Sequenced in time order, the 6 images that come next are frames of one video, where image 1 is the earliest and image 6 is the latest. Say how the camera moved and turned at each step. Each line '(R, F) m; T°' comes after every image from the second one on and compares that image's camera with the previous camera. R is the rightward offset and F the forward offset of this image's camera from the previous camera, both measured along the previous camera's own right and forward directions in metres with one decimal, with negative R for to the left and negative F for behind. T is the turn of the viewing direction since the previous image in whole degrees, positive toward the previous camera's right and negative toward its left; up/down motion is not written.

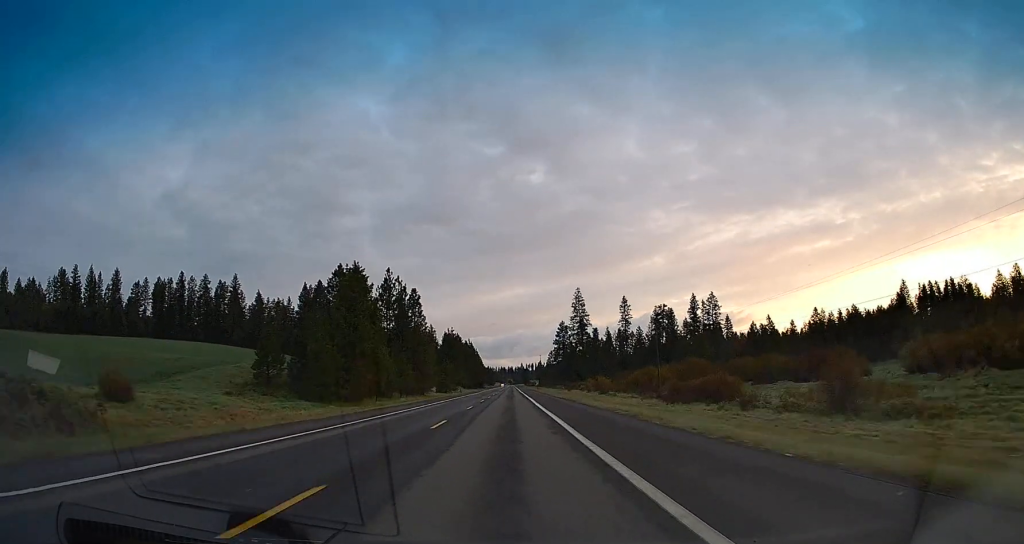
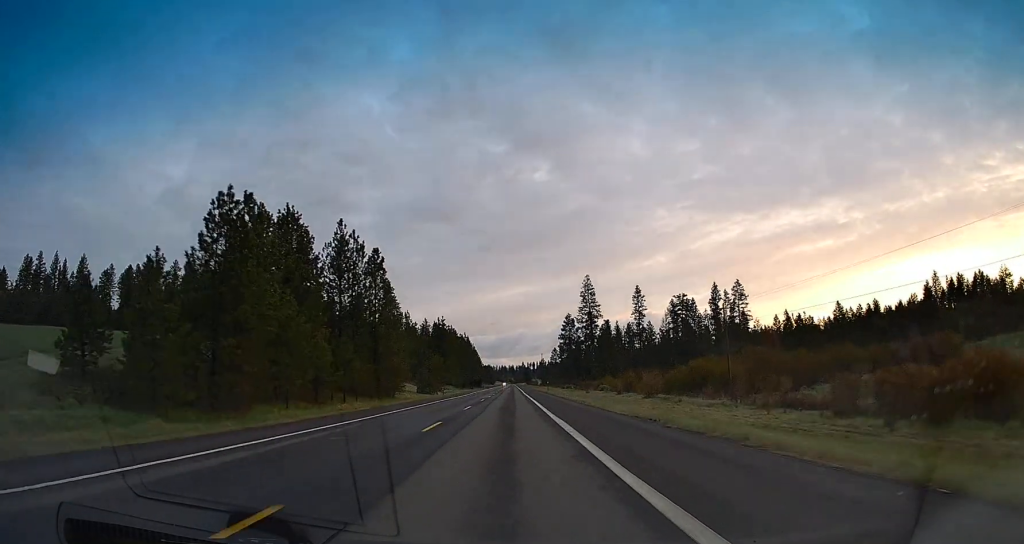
(+0.2, +34.8) m; 0°
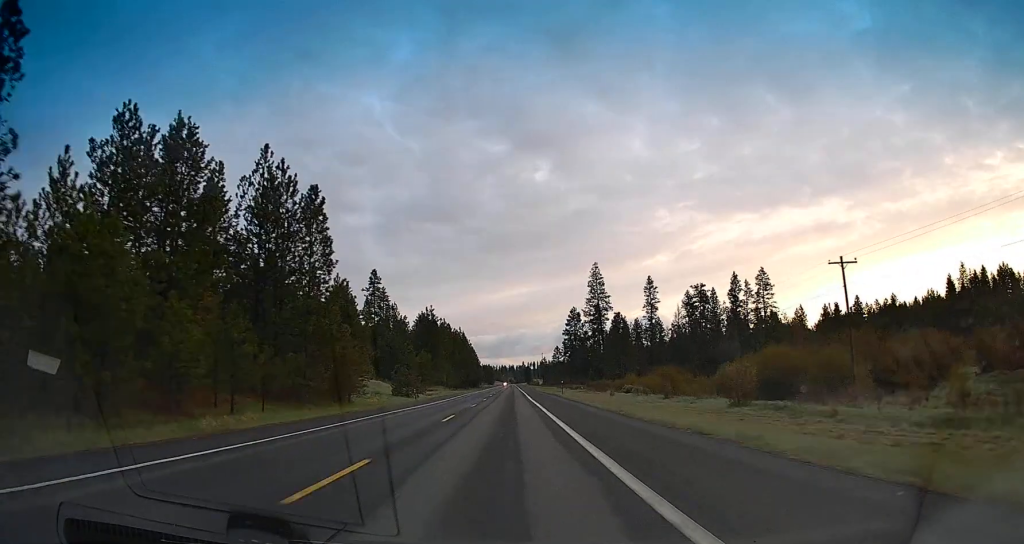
(0.0, +28.1) m; 0°
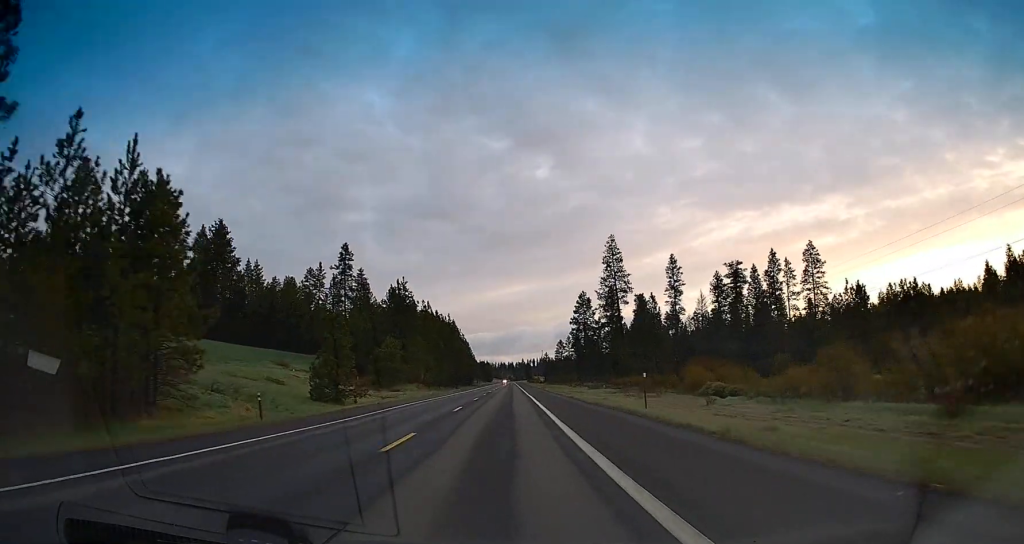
(0.0, +43.5) m; 0°
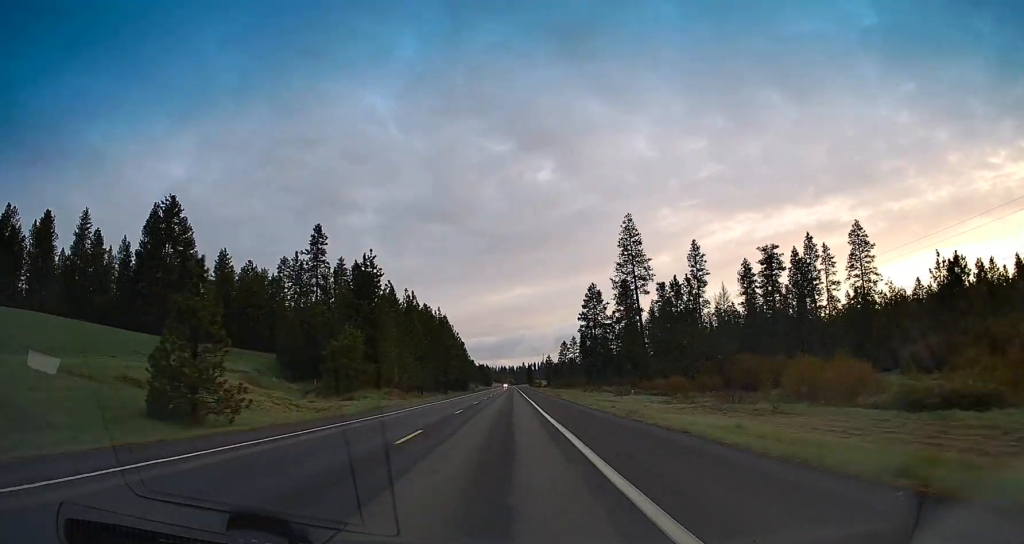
(+0.2, +29.4) m; 0°
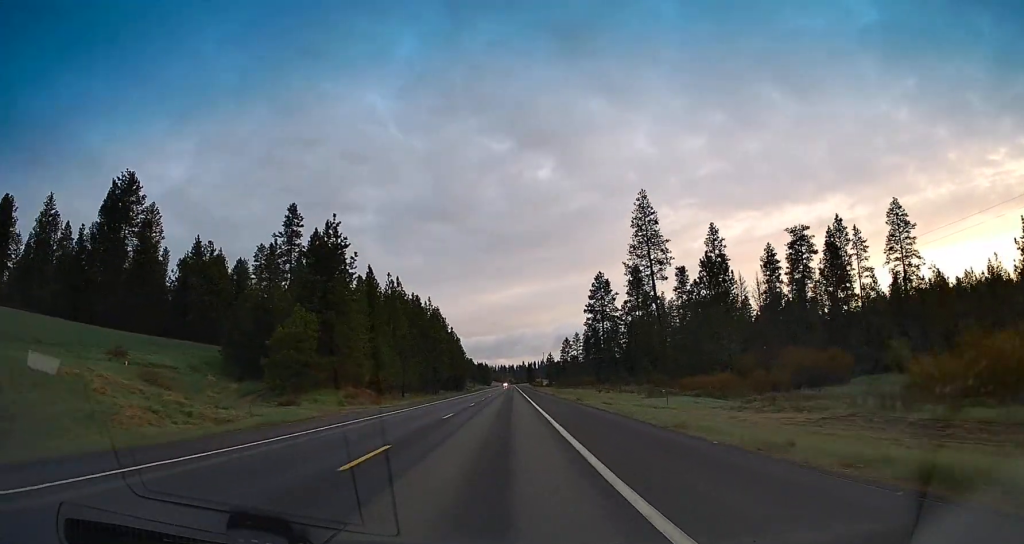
(-0.3, +19.4) m; 0°
